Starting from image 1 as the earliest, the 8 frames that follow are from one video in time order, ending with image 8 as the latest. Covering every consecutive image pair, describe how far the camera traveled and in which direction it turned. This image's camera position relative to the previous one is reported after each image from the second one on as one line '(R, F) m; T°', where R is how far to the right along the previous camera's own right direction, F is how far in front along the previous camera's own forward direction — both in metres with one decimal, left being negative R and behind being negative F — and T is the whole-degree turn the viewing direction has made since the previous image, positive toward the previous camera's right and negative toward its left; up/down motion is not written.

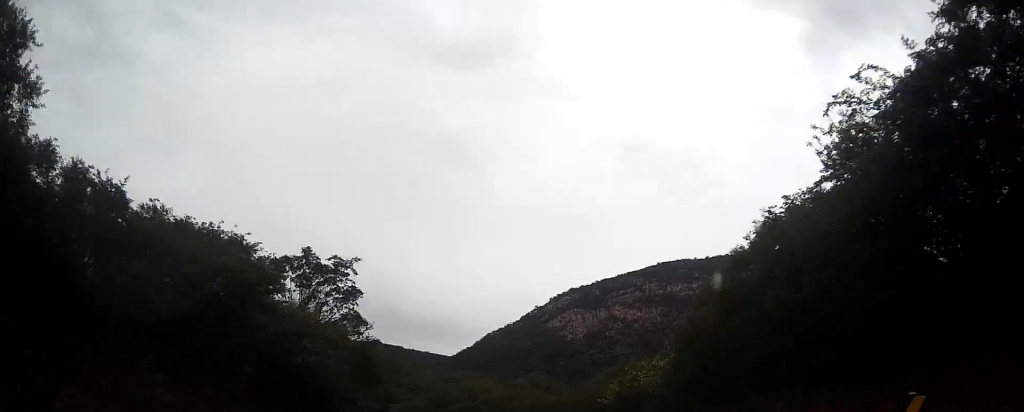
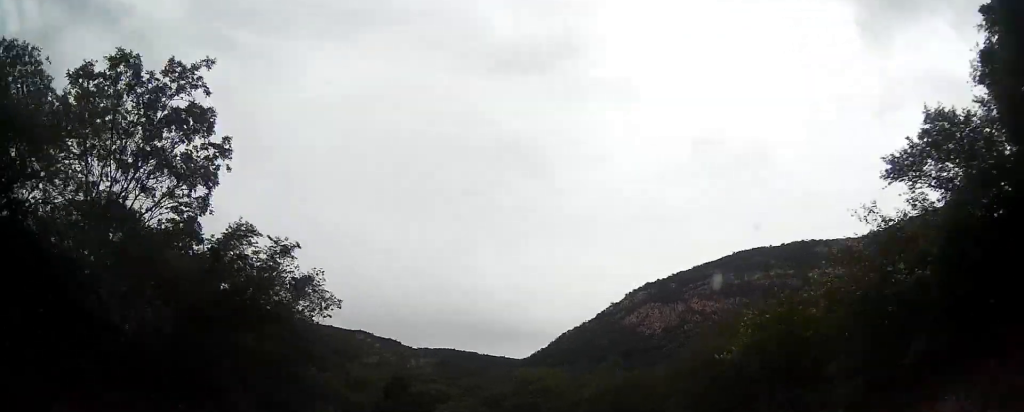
(-1.4, +20.3) m; -7°
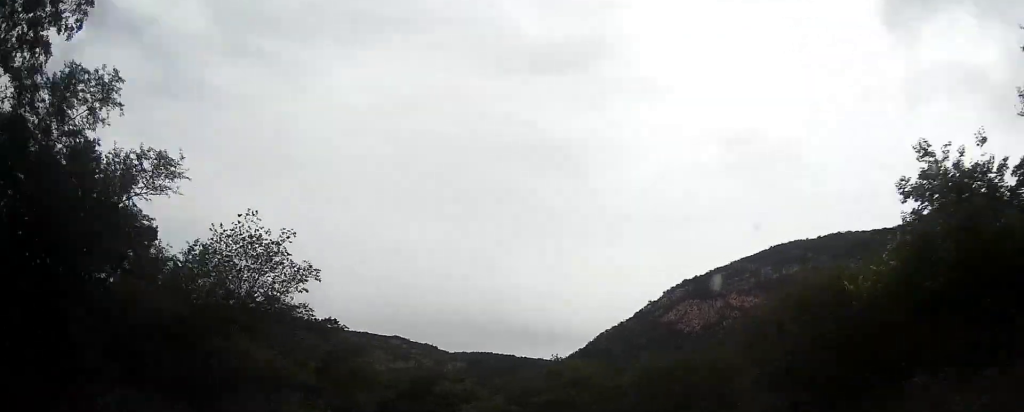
(-0.1, +9.3) m; -3°
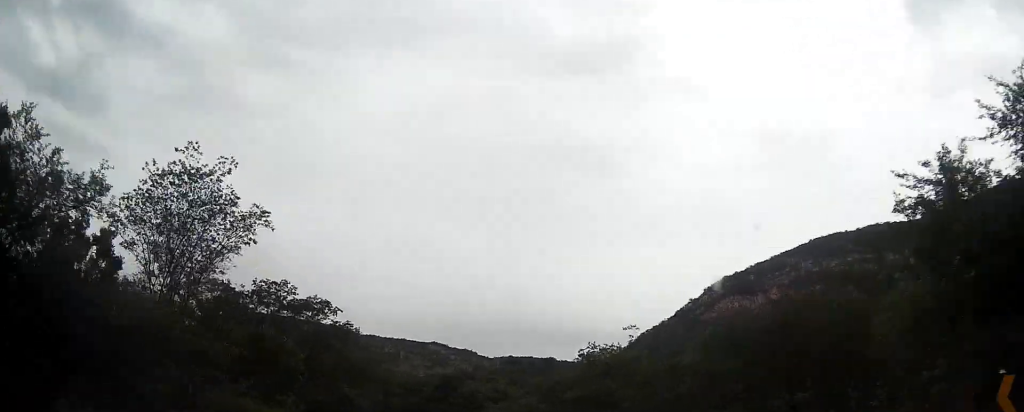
(-0.6, +10.2) m; -4°
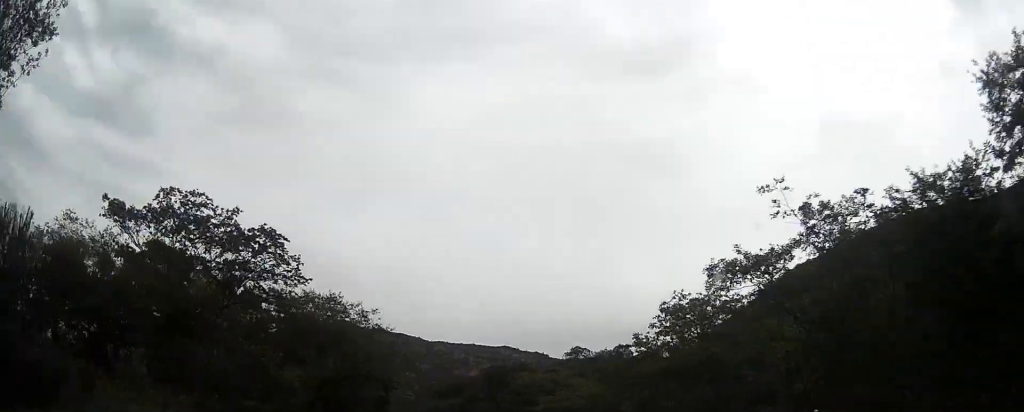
(-1.2, +18.6) m; -8°
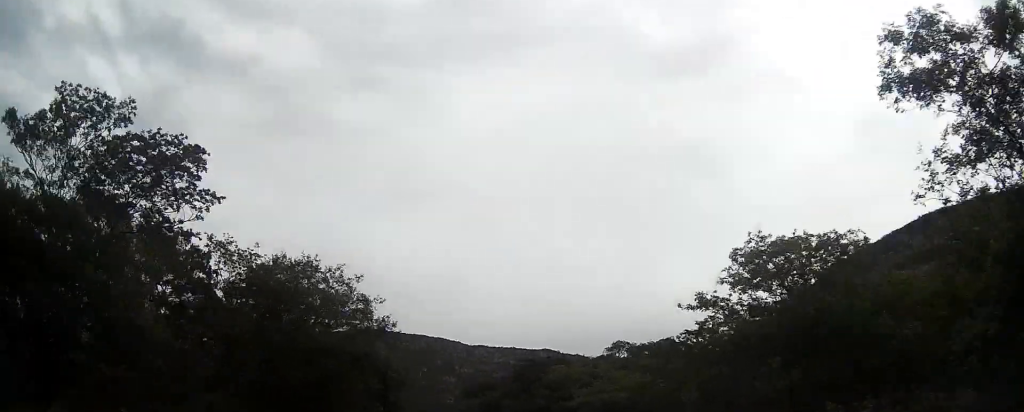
(-0.3, +10.4) m; -4°
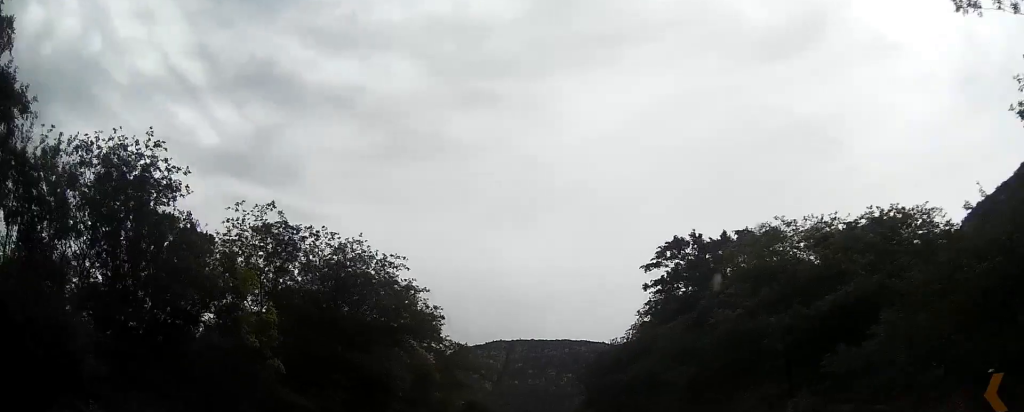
(-6.5, +46.3) m; -15°
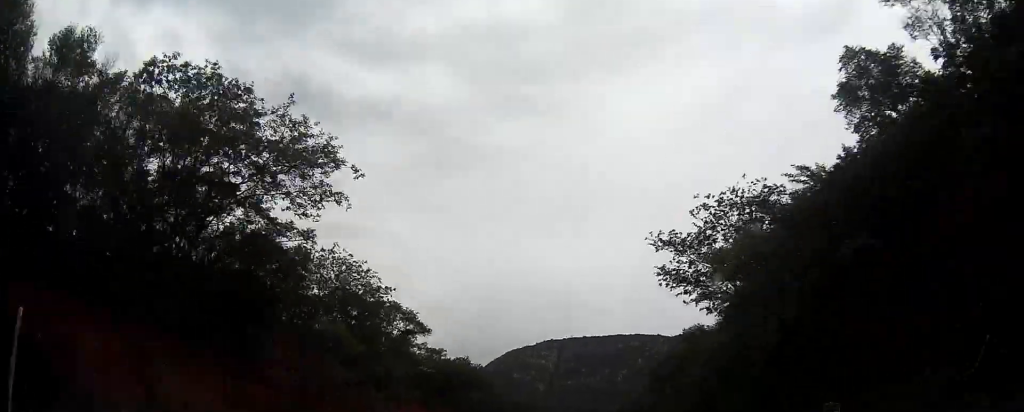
(-6.6, +48.1) m; -14°
